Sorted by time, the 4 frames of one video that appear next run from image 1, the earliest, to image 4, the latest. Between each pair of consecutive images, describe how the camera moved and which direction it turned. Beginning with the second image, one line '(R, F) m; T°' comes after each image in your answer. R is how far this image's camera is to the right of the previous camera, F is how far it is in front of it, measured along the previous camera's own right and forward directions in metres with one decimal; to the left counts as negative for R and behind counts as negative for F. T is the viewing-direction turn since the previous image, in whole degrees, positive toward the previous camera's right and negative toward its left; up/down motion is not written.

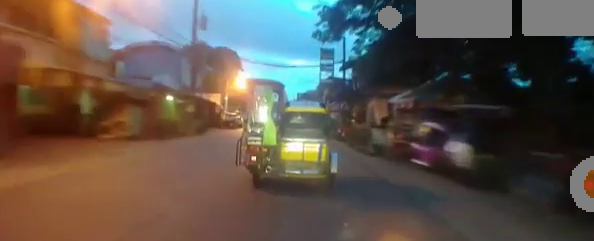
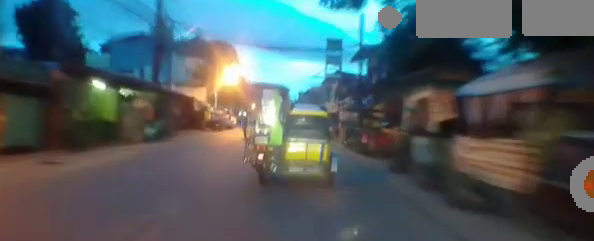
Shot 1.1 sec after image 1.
(-0.2, +6.3) m; 0°
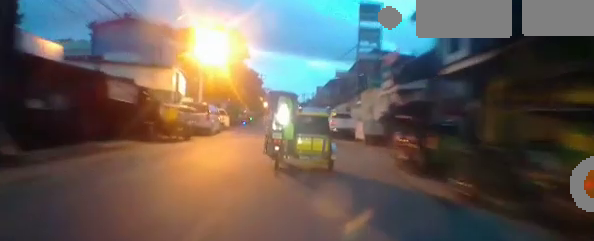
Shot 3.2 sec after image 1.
(+0.2, +12.0) m; -5°
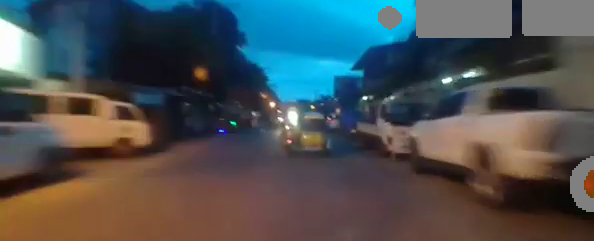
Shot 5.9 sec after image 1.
(-0.9, +17.0) m; +3°
